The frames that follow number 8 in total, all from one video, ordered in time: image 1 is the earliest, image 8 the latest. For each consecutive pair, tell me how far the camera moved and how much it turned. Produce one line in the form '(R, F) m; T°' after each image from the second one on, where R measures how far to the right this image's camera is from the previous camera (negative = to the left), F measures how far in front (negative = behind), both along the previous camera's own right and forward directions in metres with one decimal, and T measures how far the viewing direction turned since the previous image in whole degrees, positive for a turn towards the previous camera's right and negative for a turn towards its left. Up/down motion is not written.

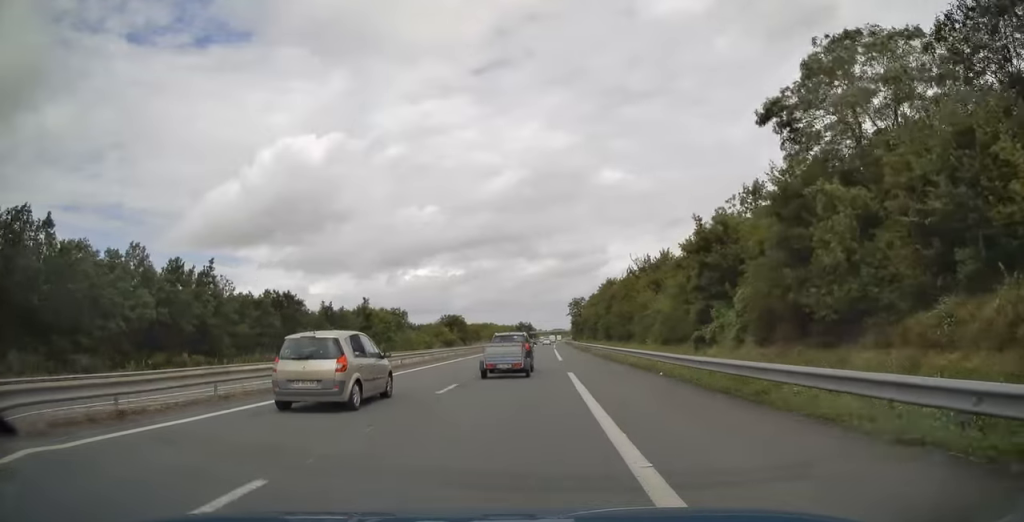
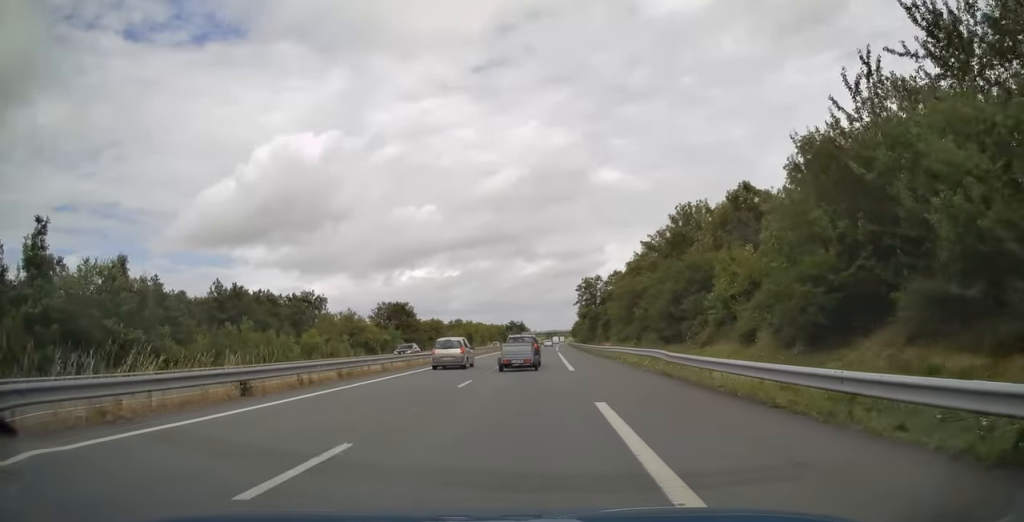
(+0.2, +63.0) m; 0°
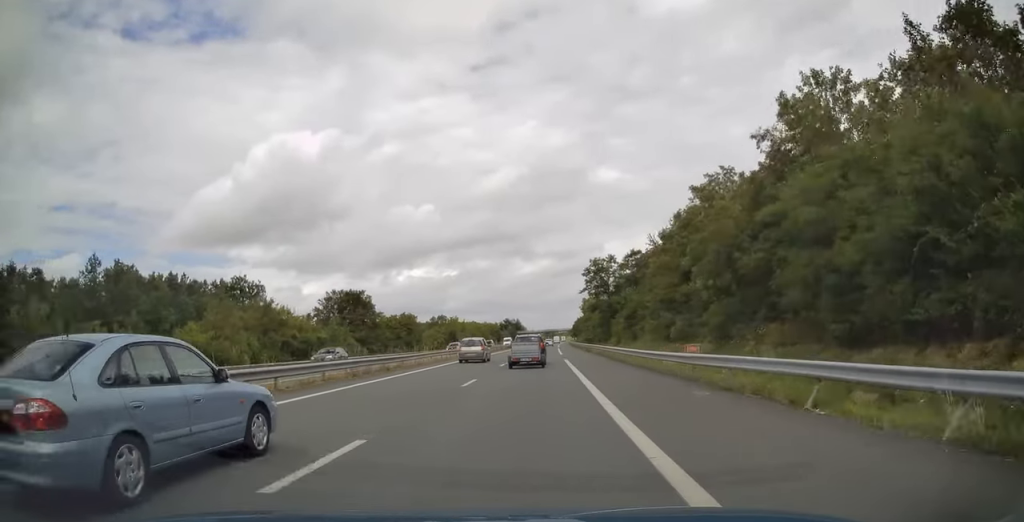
(+0.1, +25.9) m; 0°
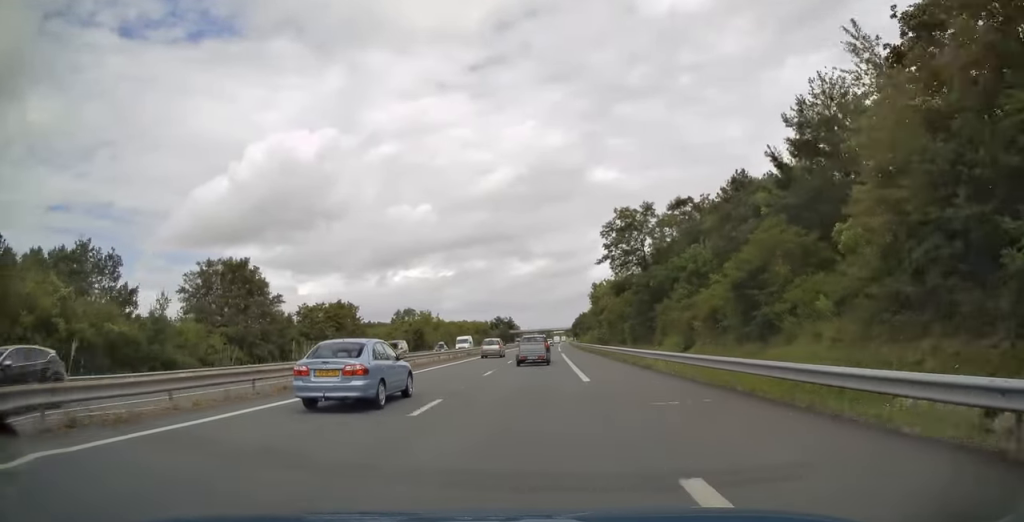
(0.0, +33.4) m; 0°
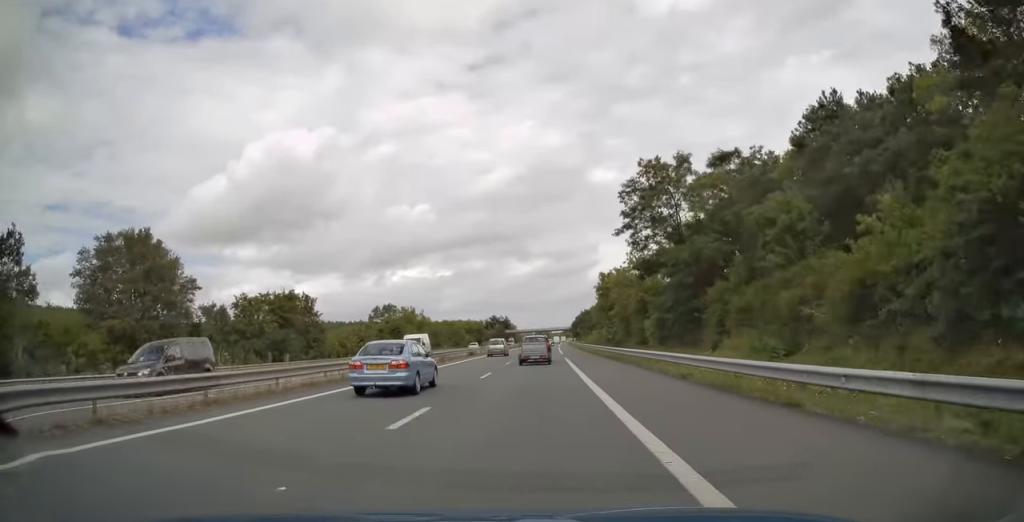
(0.0, +14.6) m; 0°
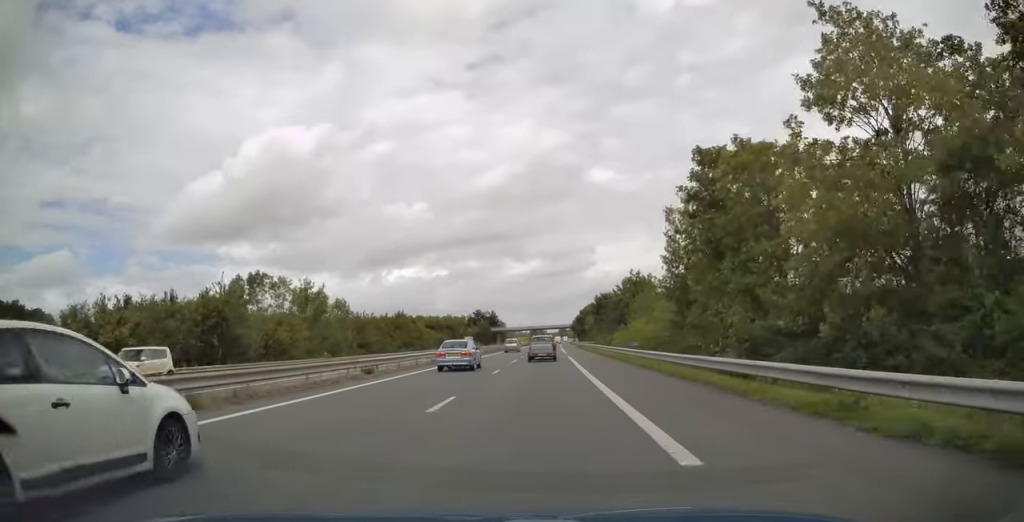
(+0.3, +50.2) m; +1°
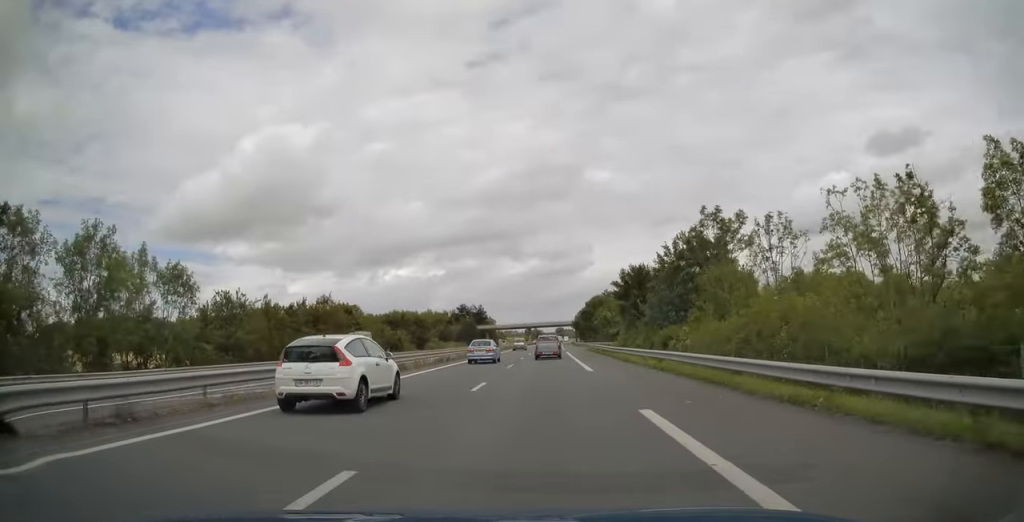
(+0.1, +34.5) m; 0°
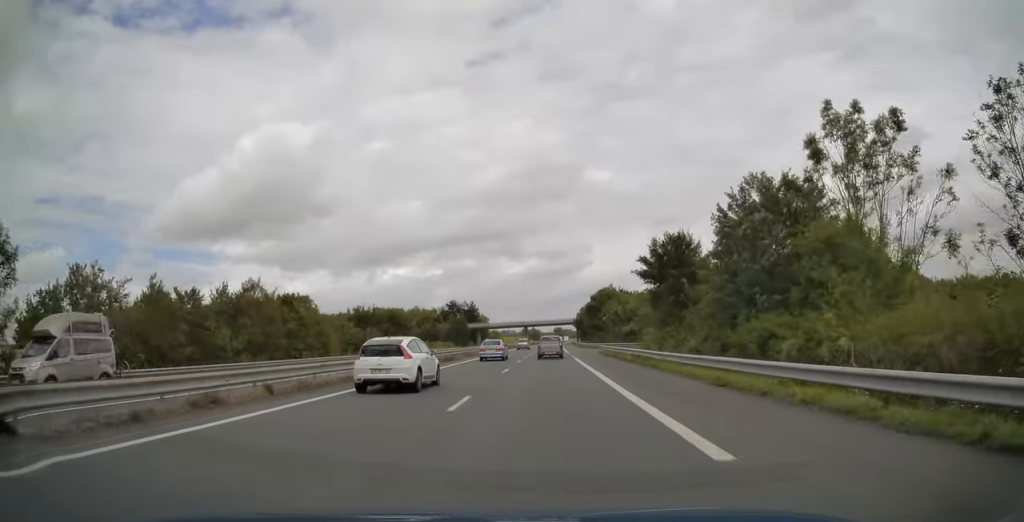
(0.0, +17.8) m; 0°
